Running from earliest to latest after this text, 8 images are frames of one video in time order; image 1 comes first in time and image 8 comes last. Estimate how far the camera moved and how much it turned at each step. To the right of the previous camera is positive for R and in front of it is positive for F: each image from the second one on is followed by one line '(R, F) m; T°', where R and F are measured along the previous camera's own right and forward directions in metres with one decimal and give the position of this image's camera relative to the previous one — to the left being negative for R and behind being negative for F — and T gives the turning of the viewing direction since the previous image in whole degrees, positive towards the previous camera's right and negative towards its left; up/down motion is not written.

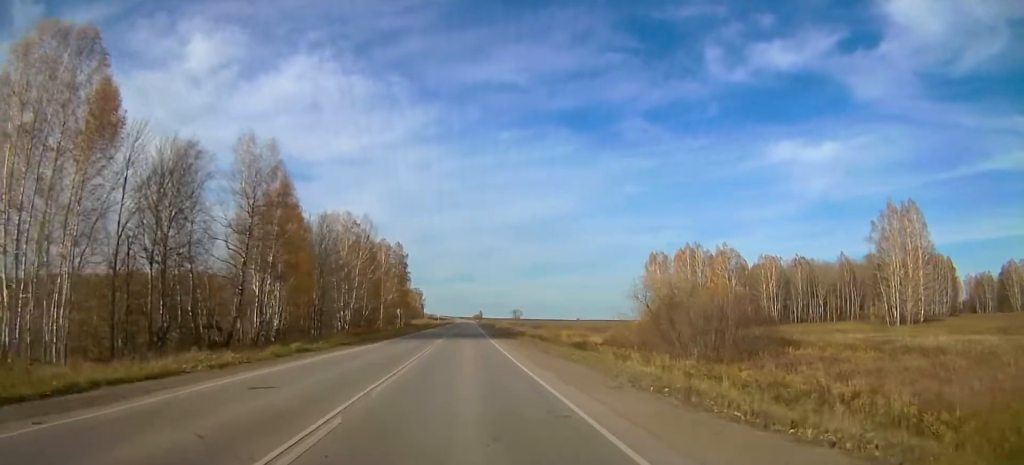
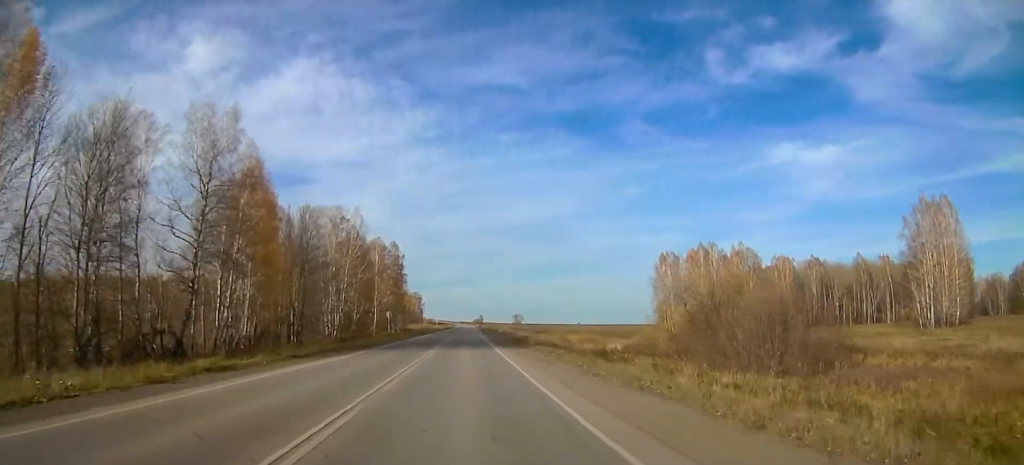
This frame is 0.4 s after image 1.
(0.0, +9.2) m; 0°
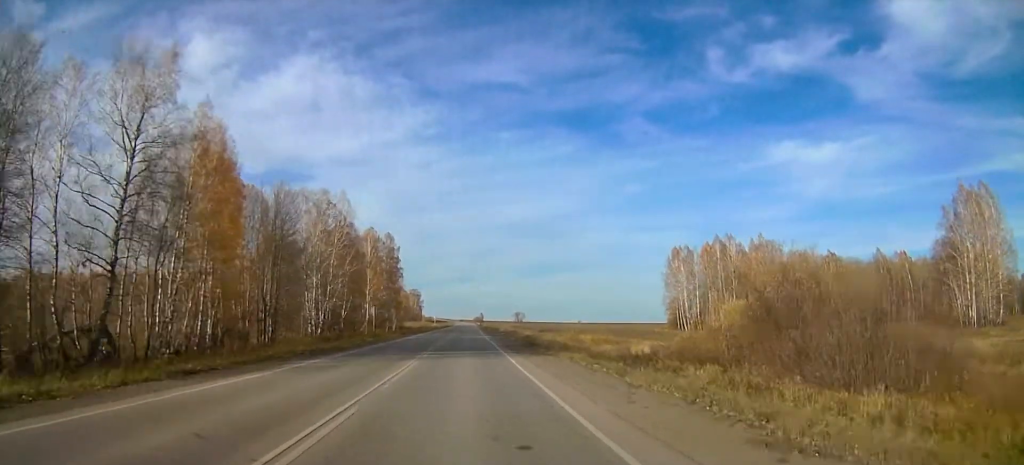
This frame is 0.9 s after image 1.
(0.0, +10.1) m; 0°
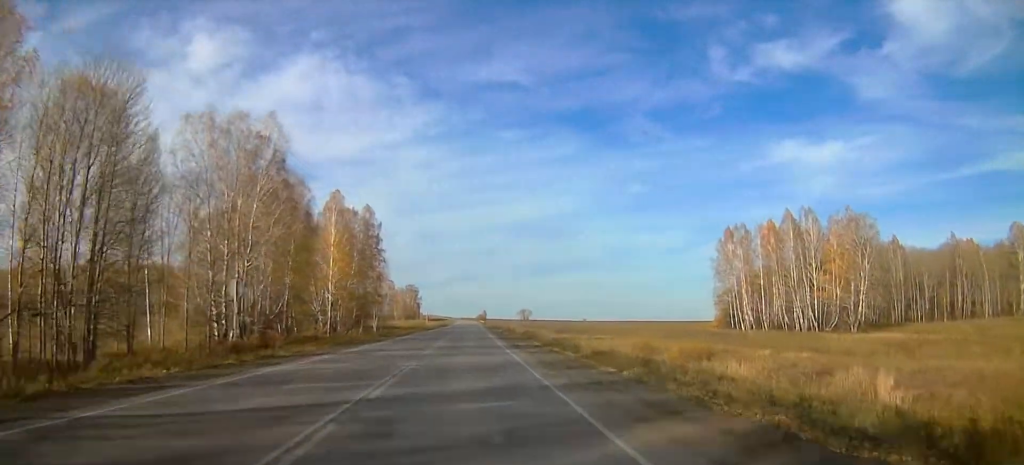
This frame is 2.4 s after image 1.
(0.0, +37.3) m; 0°
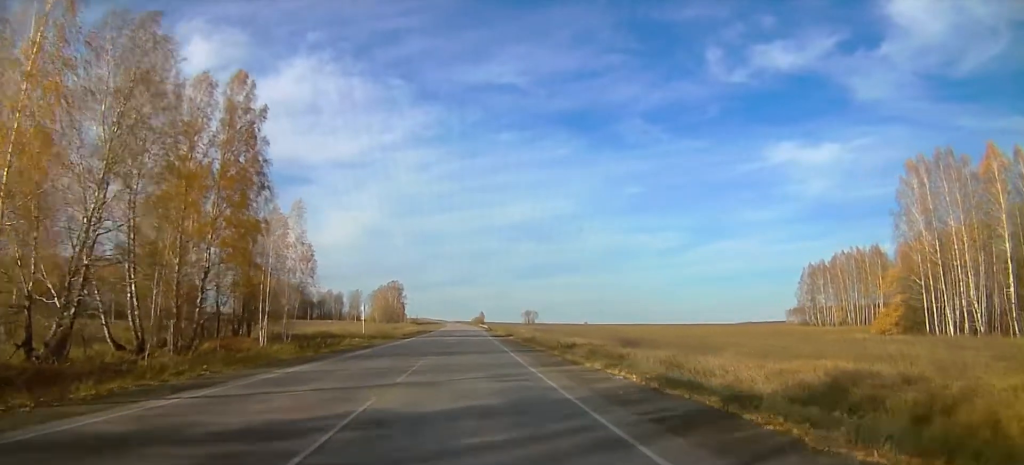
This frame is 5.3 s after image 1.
(-1.1, +79.7) m; 0°
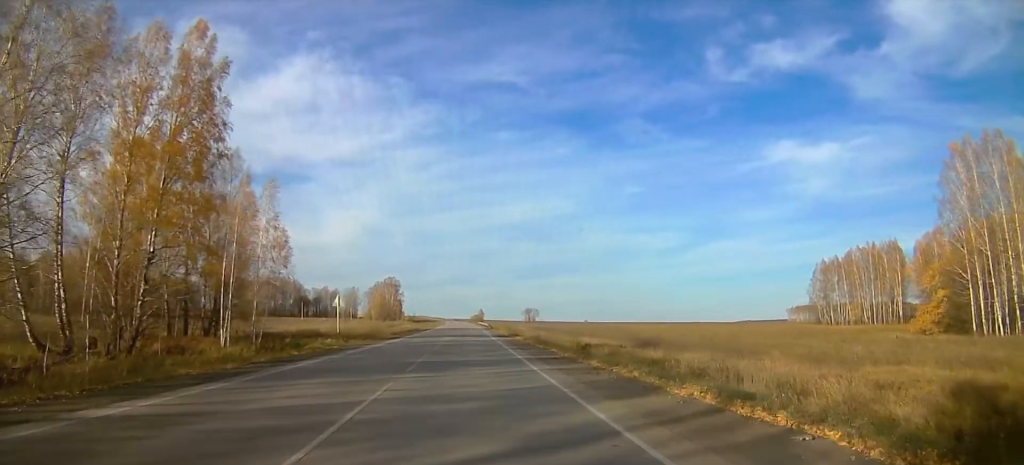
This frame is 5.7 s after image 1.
(+0.1, +10.5) m; 0°
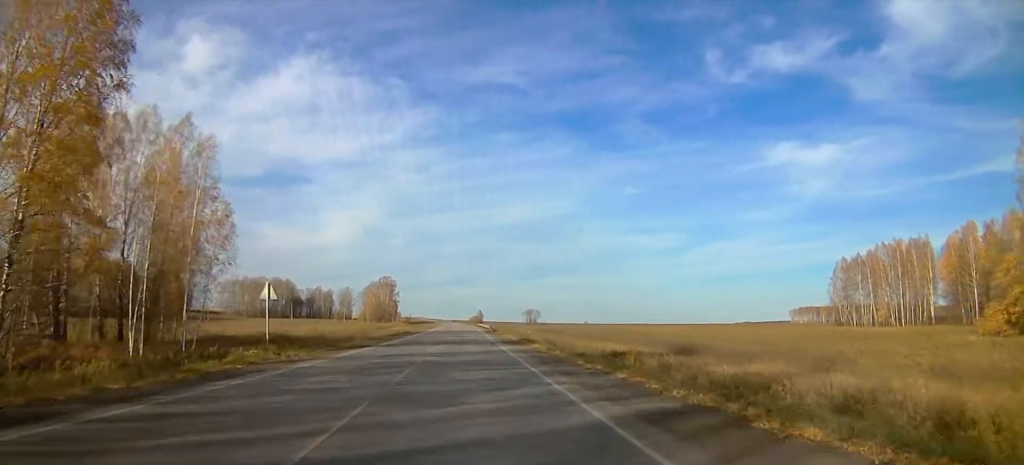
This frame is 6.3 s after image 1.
(0.0, +15.0) m; 0°
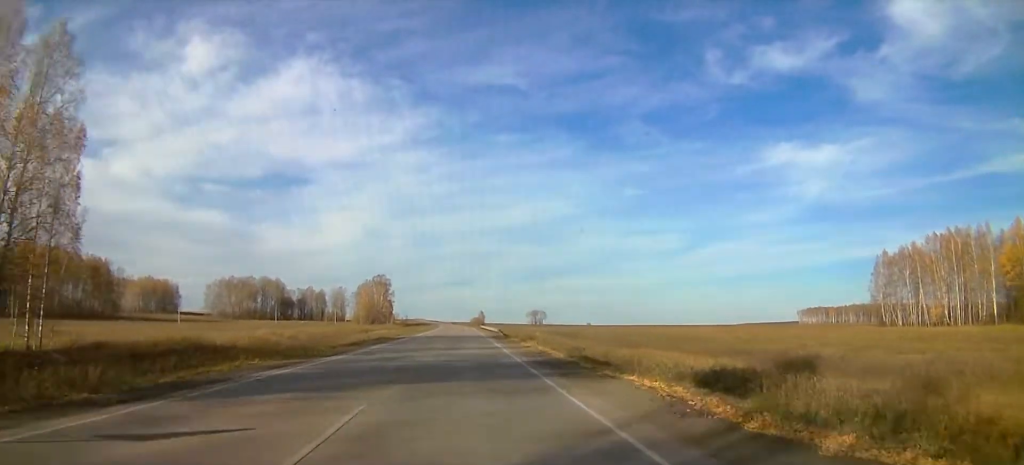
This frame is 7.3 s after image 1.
(0.0, +23.2) m; 0°
